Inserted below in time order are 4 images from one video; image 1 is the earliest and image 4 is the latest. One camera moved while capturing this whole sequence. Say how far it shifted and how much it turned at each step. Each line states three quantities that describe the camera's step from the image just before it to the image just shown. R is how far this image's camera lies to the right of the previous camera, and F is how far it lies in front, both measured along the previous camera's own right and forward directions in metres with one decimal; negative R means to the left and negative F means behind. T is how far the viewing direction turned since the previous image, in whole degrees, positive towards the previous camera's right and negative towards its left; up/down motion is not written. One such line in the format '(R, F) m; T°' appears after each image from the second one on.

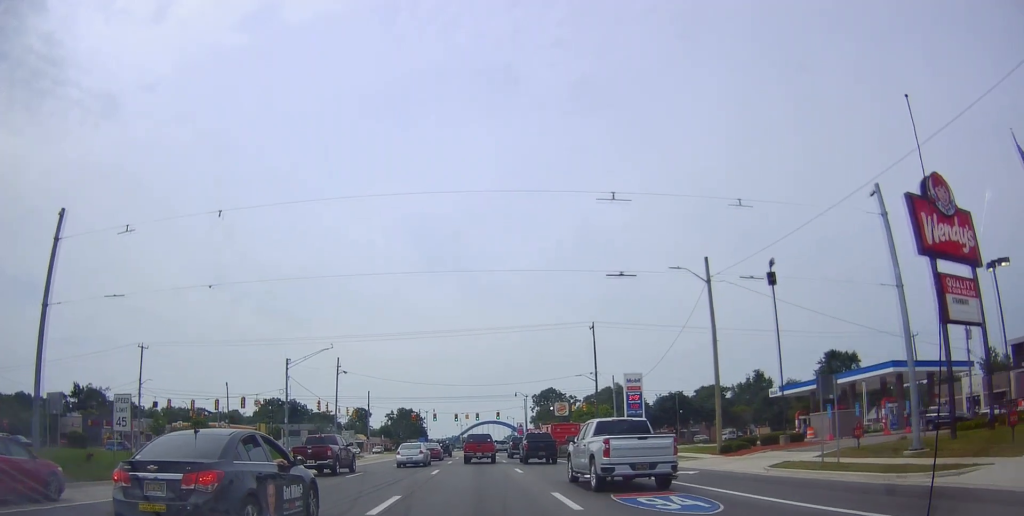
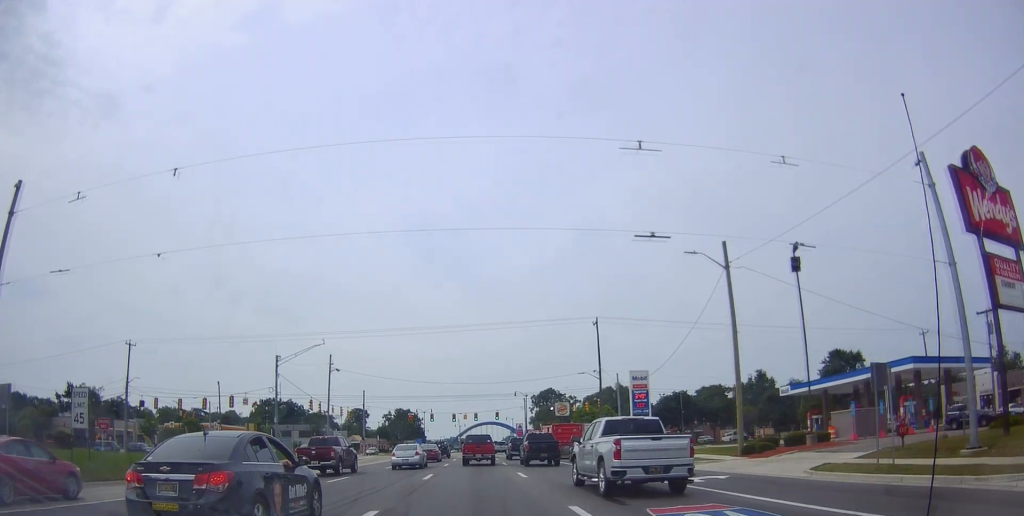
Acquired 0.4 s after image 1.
(0.0, +4.0) m; +1°
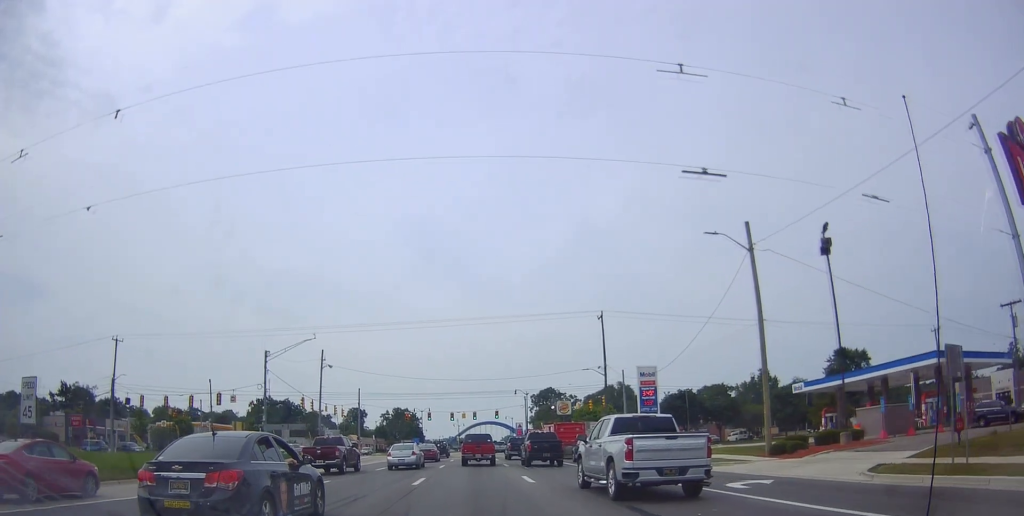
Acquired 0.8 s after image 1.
(0.0, +3.9) m; +1°
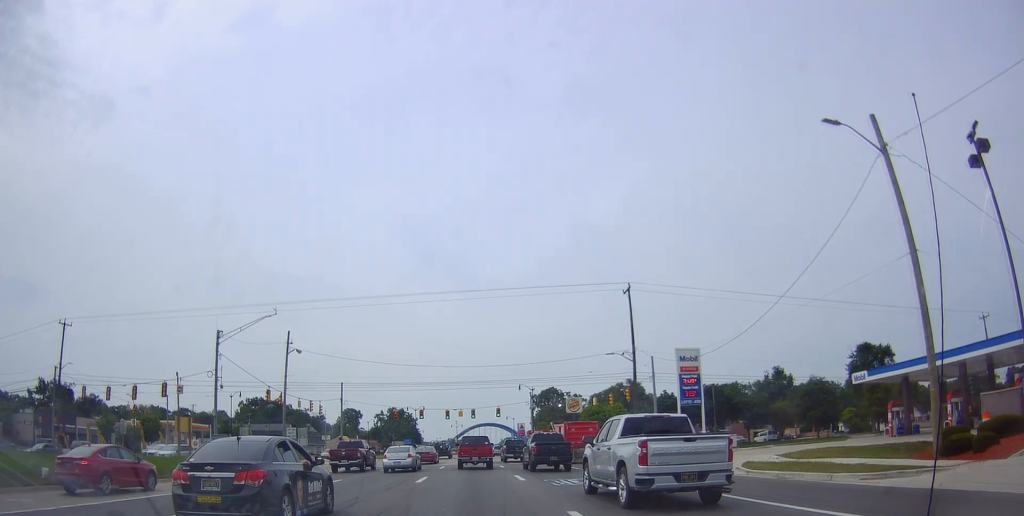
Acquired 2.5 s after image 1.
(+0.3, +13.2) m; -2°
